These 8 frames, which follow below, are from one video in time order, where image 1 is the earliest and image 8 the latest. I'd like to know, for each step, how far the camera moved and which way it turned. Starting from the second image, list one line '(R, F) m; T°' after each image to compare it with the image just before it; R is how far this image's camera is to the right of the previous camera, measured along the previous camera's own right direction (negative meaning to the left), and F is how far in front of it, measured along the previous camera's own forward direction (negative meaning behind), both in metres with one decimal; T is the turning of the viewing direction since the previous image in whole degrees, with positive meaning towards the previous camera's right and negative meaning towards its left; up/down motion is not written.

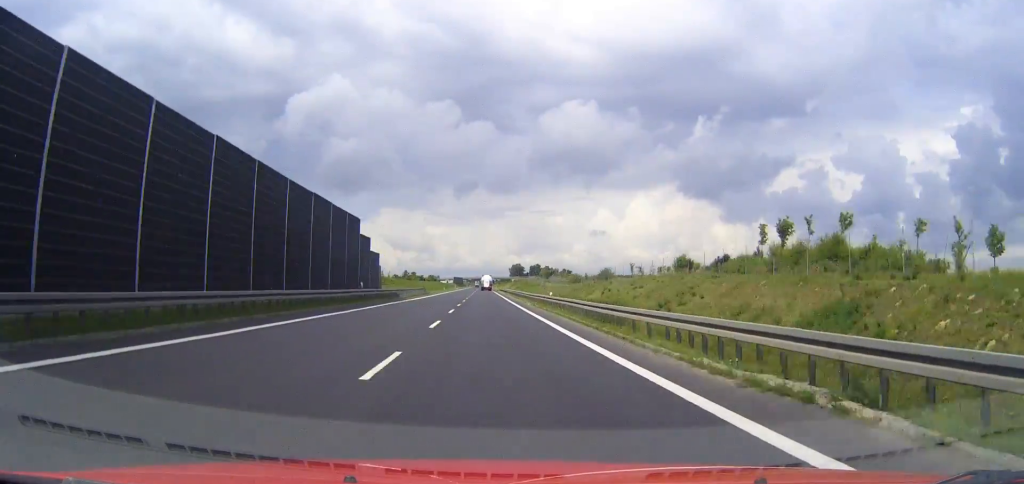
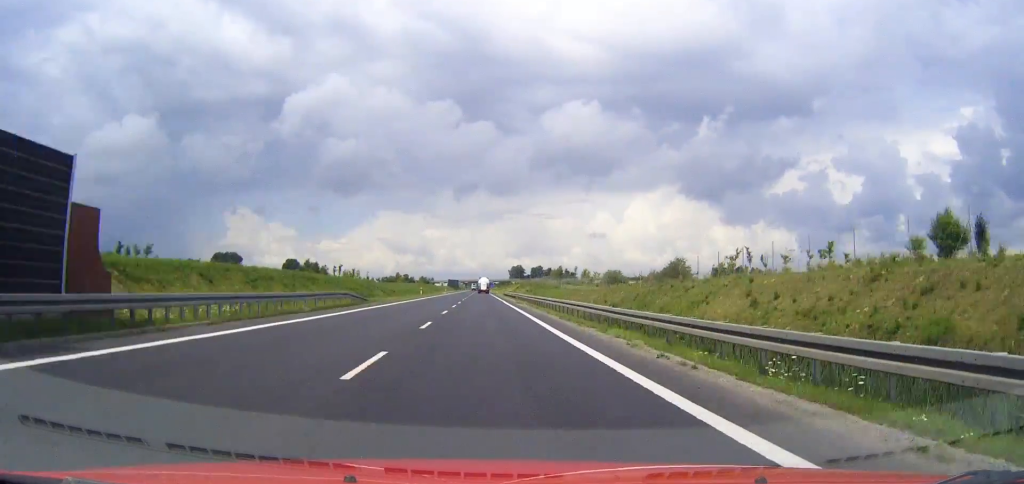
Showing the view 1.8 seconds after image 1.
(0.0, +48.2) m; 0°
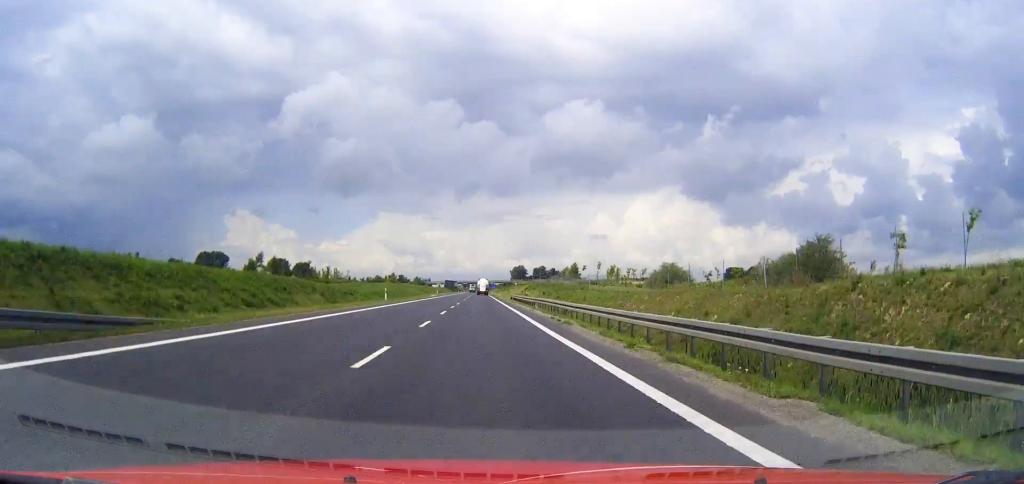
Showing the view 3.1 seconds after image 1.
(+0.1, +34.7) m; 0°
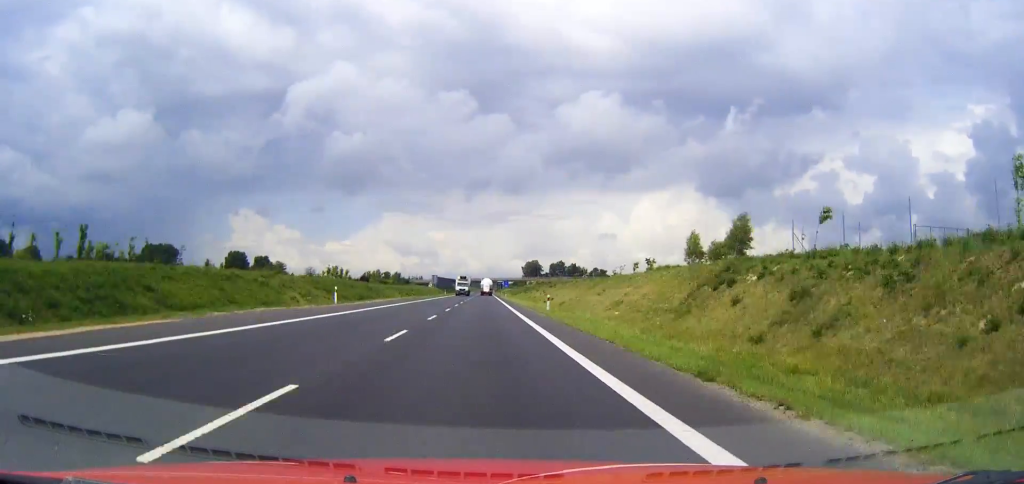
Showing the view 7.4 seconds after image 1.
(-0.3, +114.9) m; 0°
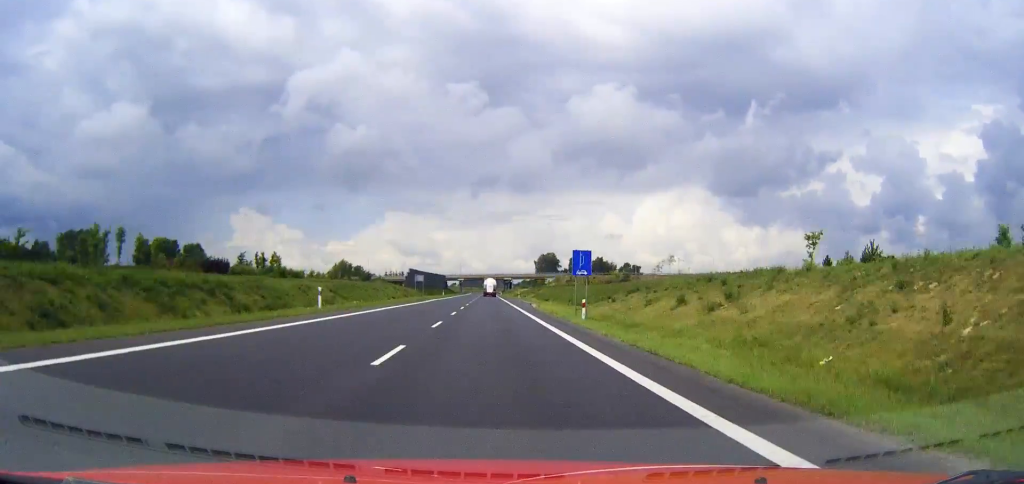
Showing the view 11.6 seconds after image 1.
(-0.2, +111.8) m; 0°
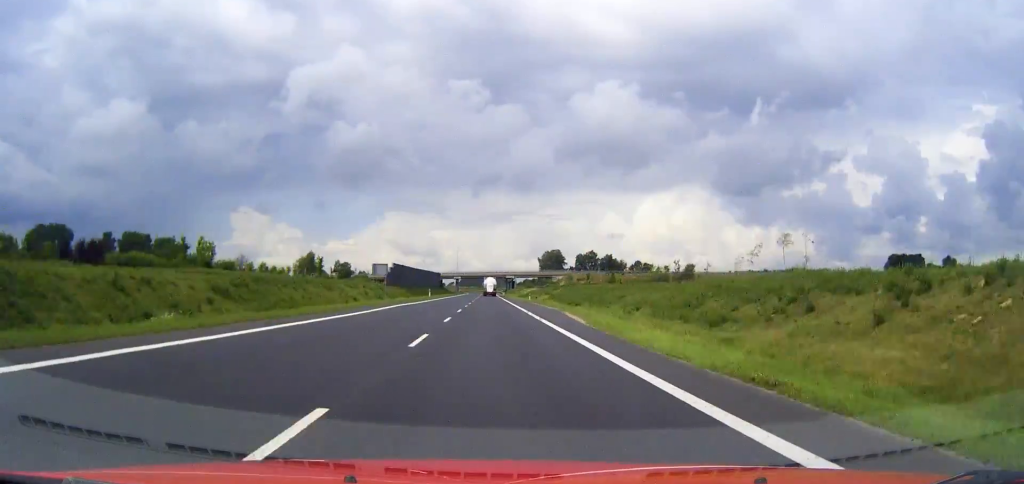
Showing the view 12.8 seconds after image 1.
(0.0, +31.9) m; 0°
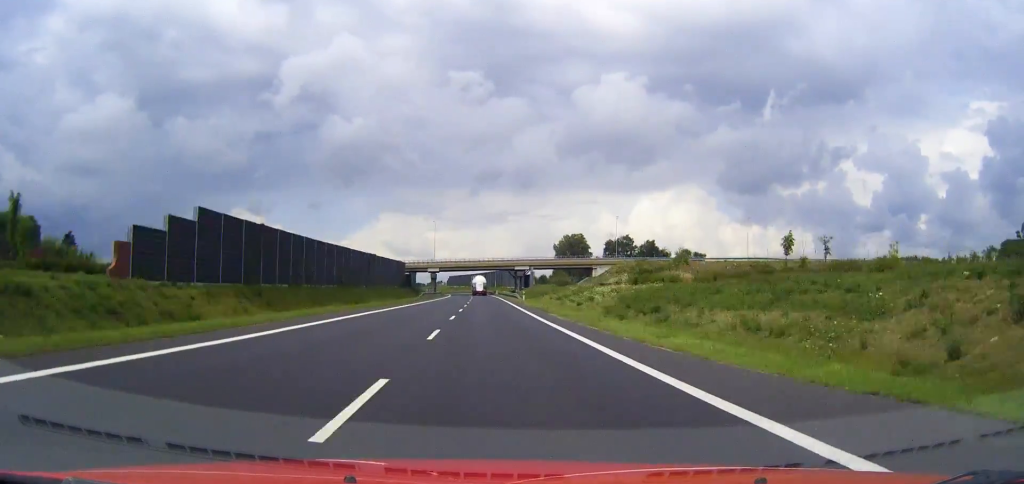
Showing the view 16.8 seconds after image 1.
(+0.3, +105.4) m; 0°
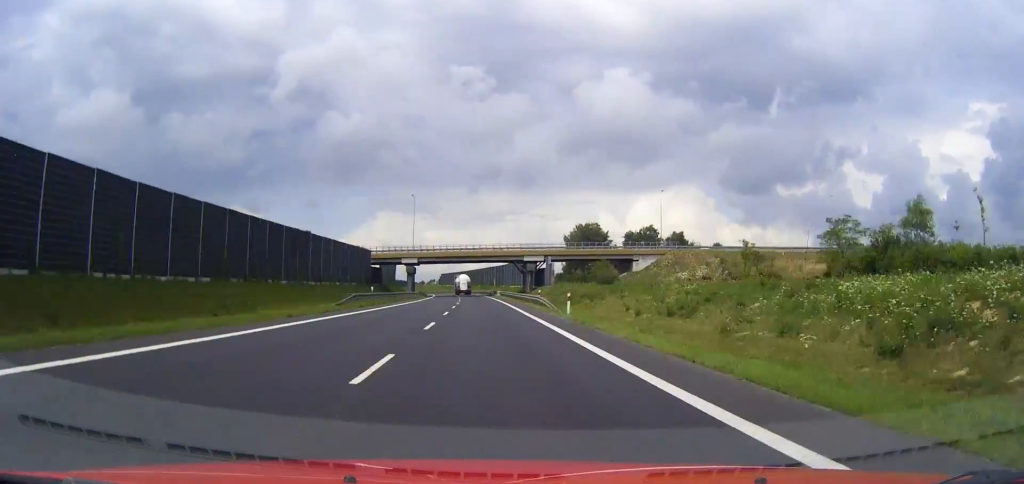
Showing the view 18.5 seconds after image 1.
(+0.2, +44.6) m; 0°
